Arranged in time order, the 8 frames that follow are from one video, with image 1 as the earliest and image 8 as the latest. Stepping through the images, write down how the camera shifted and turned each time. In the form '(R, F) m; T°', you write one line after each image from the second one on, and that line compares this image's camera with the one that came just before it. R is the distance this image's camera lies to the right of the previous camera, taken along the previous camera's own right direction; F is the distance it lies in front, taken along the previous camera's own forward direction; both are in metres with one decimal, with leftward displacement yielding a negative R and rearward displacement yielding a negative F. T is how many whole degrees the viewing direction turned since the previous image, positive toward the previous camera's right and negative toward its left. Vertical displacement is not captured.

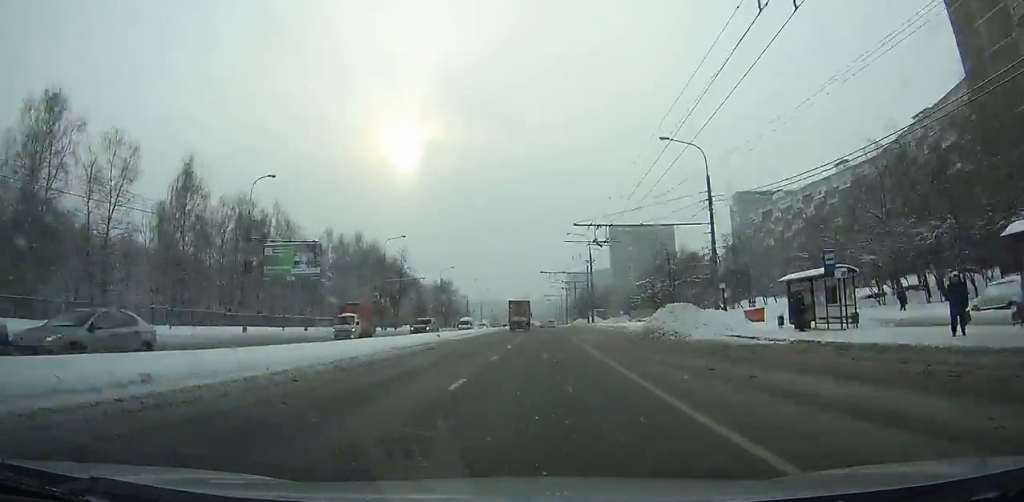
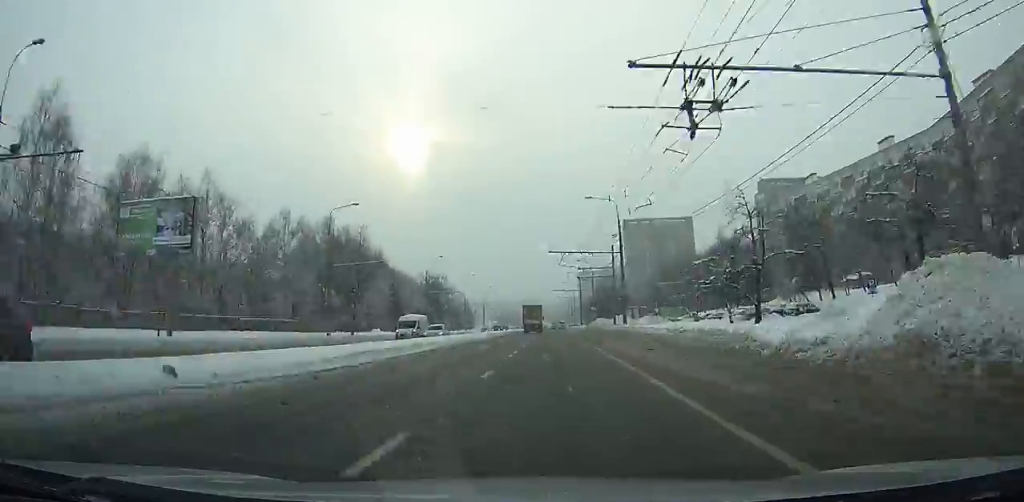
(-0.1, +22.4) m; 0°
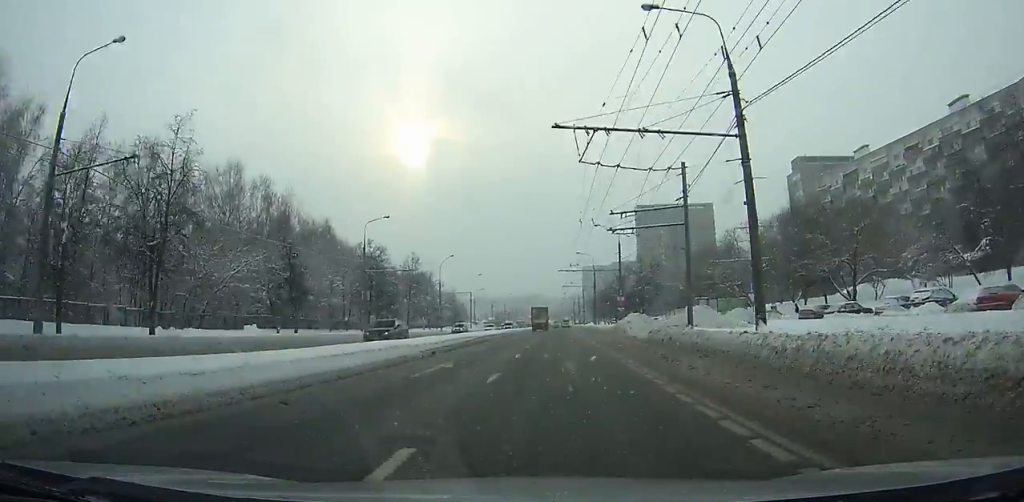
(0.0, +33.5) m; 0°
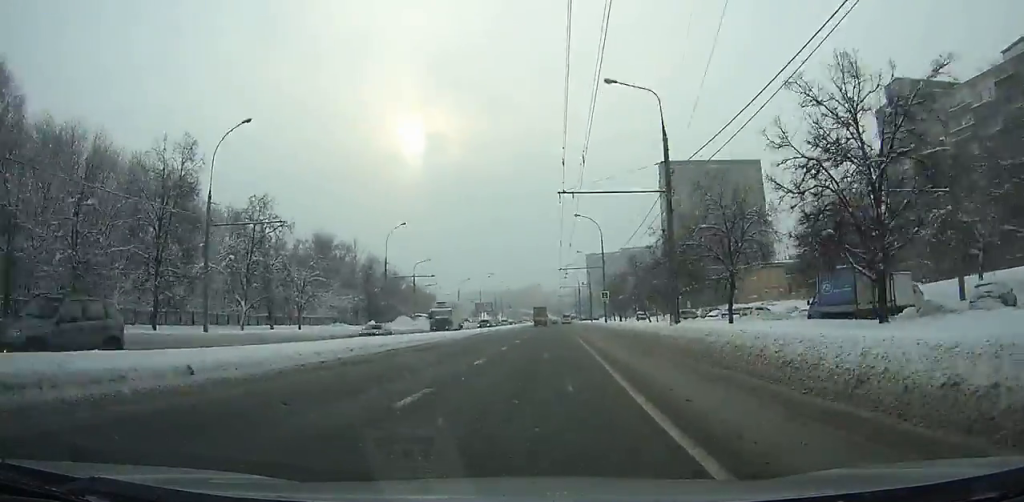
(-0.2, +67.7) m; -1°
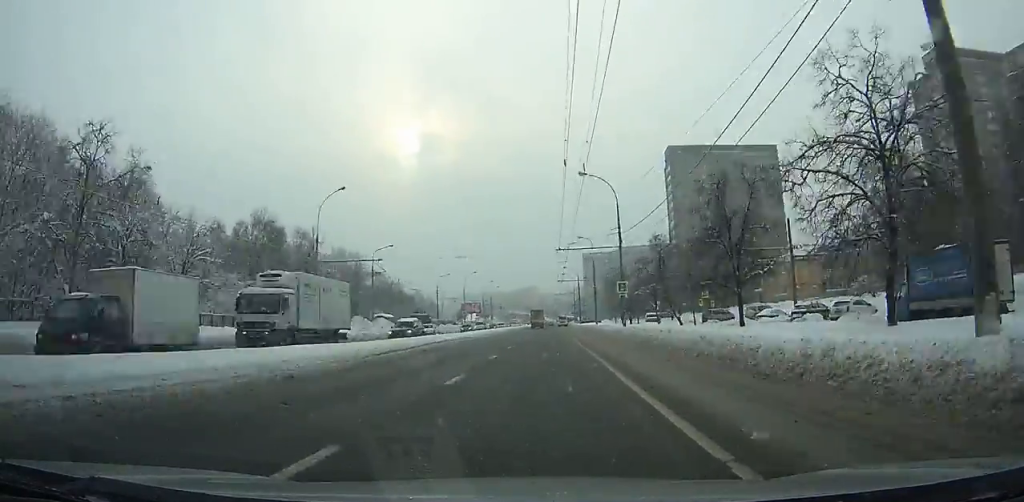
(-0.1, +20.4) m; 0°
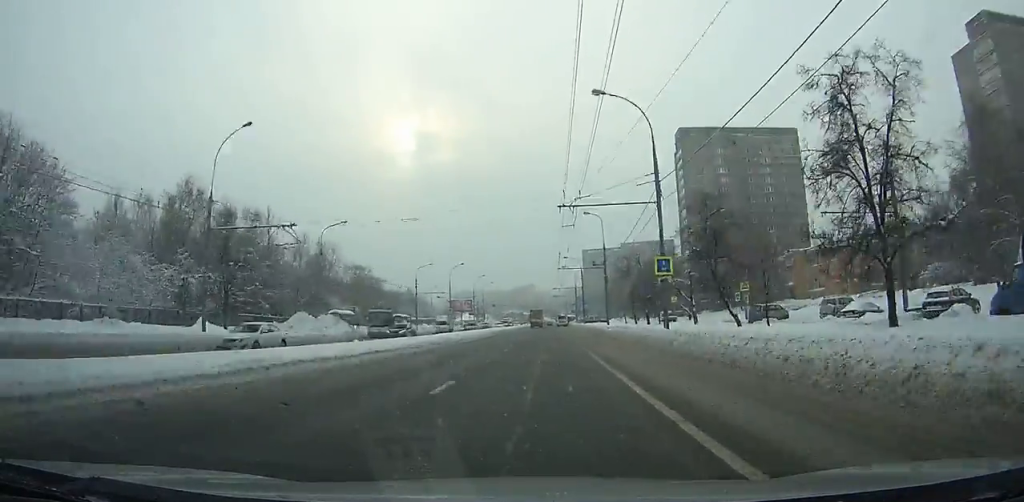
(-0.1, +17.6) m; 0°
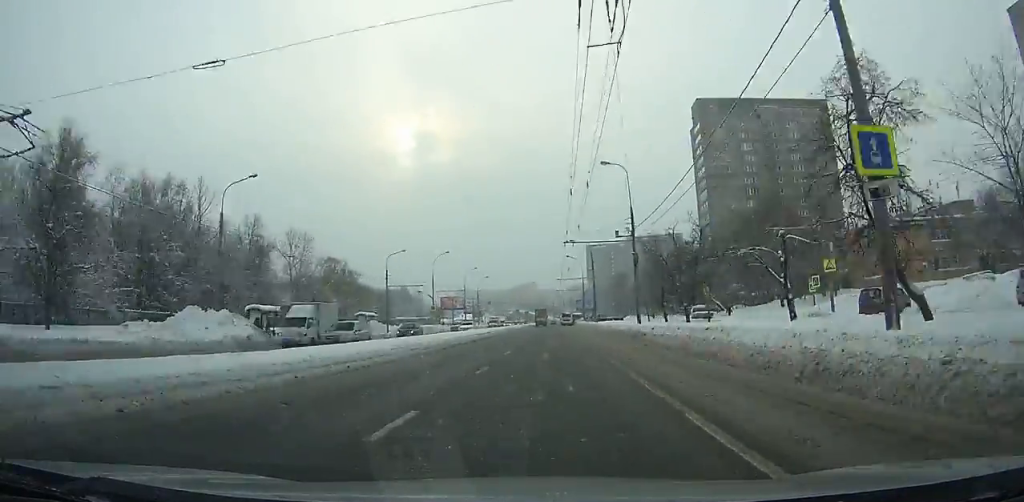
(0.0, +20.1) m; 0°
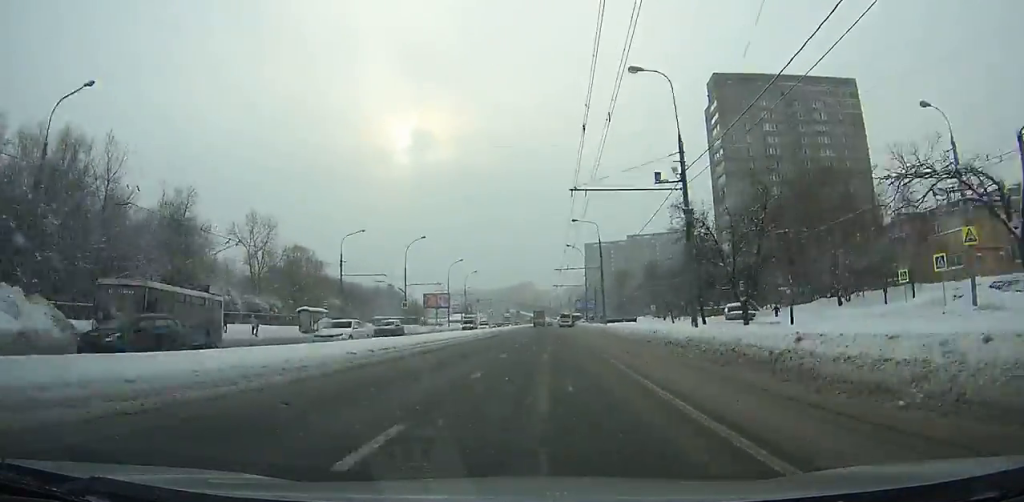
(+0.1, +17.4) m; 0°
